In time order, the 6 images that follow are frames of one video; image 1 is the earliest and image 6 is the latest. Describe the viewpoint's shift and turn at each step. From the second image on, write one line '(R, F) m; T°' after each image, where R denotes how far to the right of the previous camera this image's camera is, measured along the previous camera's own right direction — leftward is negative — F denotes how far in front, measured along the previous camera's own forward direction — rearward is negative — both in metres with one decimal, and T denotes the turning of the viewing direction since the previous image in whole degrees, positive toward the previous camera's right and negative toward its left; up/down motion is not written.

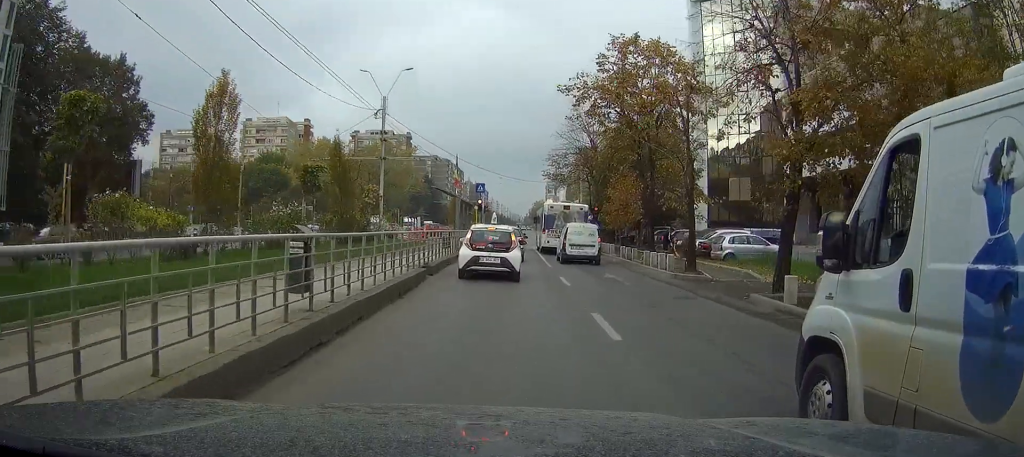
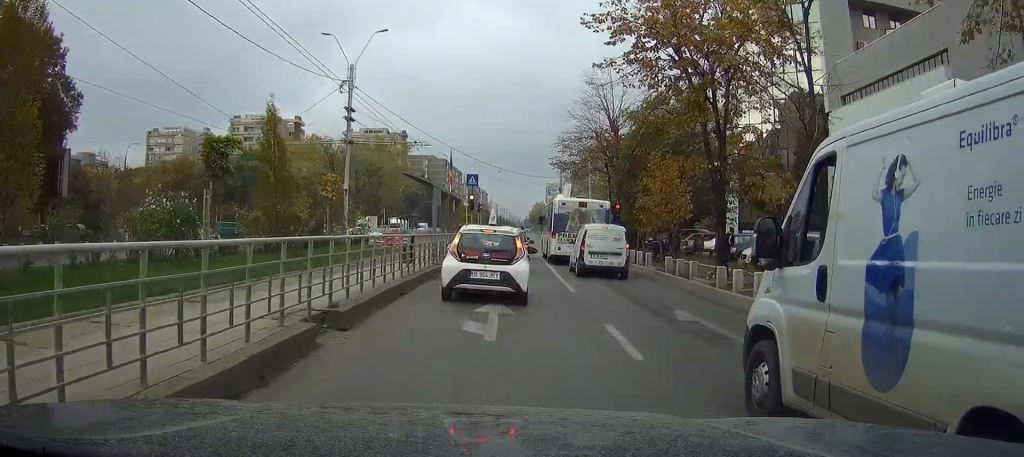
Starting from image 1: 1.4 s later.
(+0.1, +11.0) m; 0°
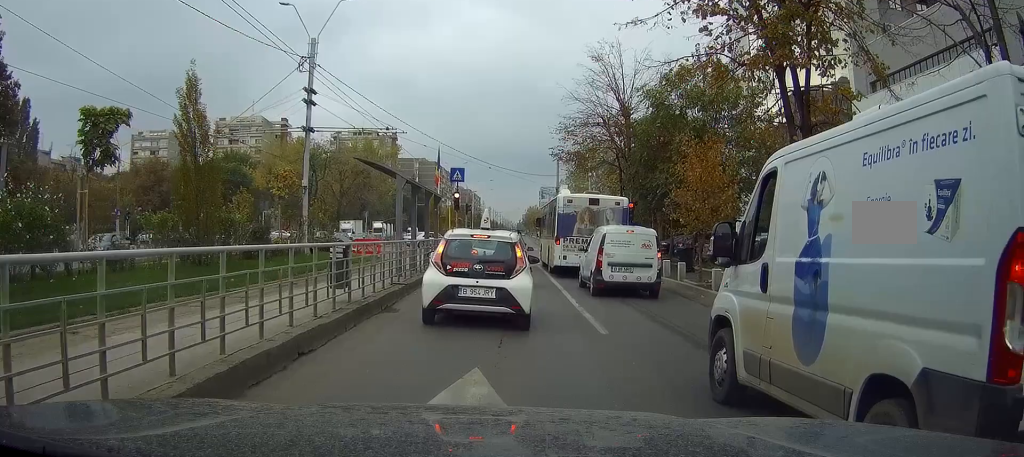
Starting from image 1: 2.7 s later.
(0.0, +6.9) m; 0°
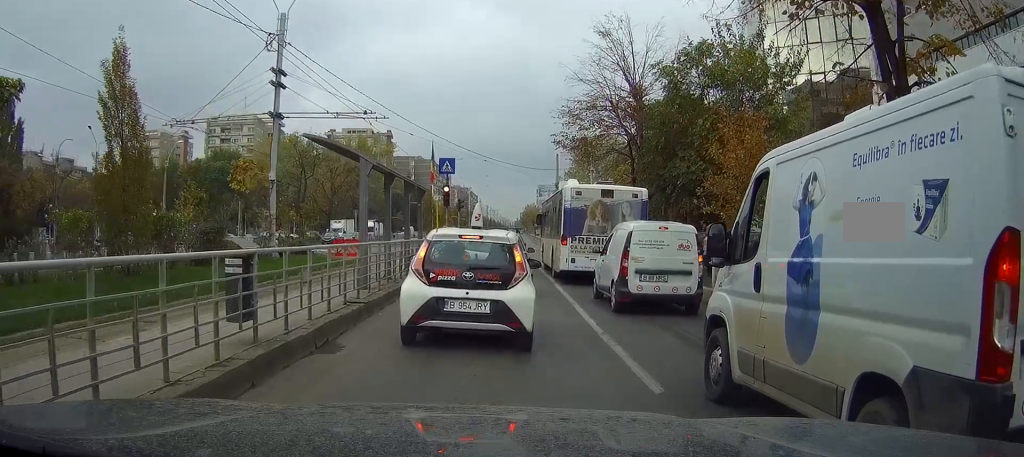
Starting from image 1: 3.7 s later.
(+0.1, +4.3) m; 0°
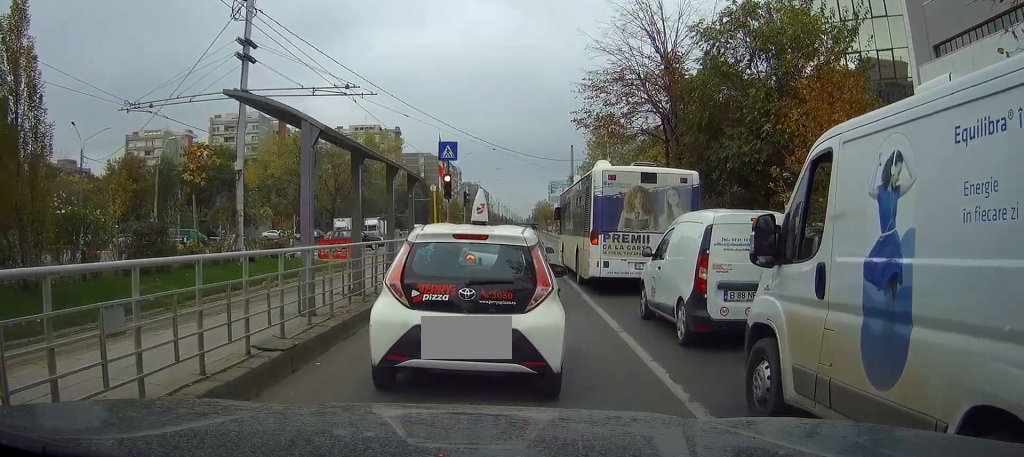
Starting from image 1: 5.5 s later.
(-0.1, +4.6) m; -2°
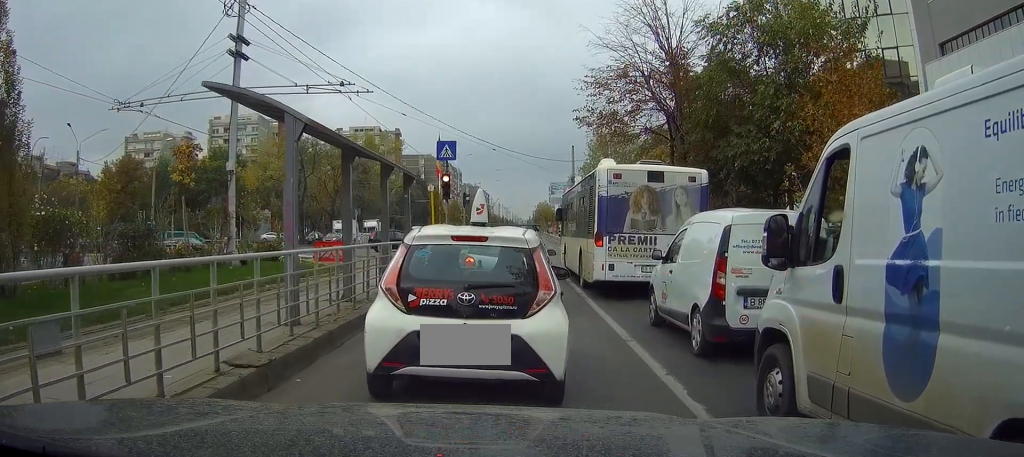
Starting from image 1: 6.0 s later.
(0.0, +0.8) m; 0°
